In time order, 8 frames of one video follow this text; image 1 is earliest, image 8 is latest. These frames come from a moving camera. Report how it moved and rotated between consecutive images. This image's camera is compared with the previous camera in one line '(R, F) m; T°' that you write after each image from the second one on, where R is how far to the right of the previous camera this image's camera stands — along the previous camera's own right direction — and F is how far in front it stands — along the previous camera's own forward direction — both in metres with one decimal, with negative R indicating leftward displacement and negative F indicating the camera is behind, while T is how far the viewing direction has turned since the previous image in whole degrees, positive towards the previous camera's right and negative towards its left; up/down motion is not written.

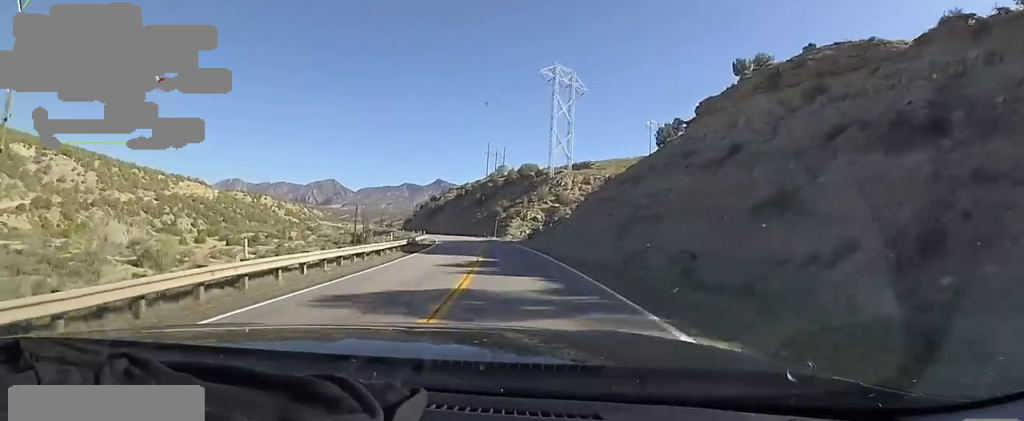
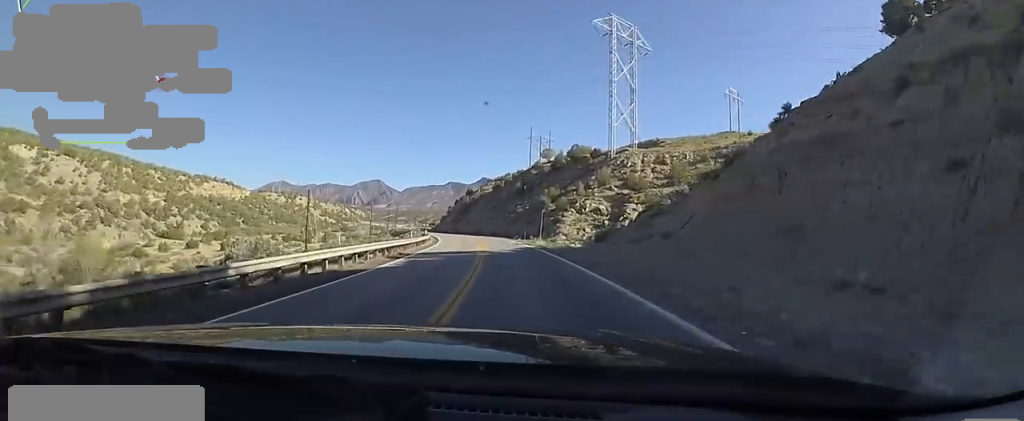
(-2.5, +30.8) m; -6°
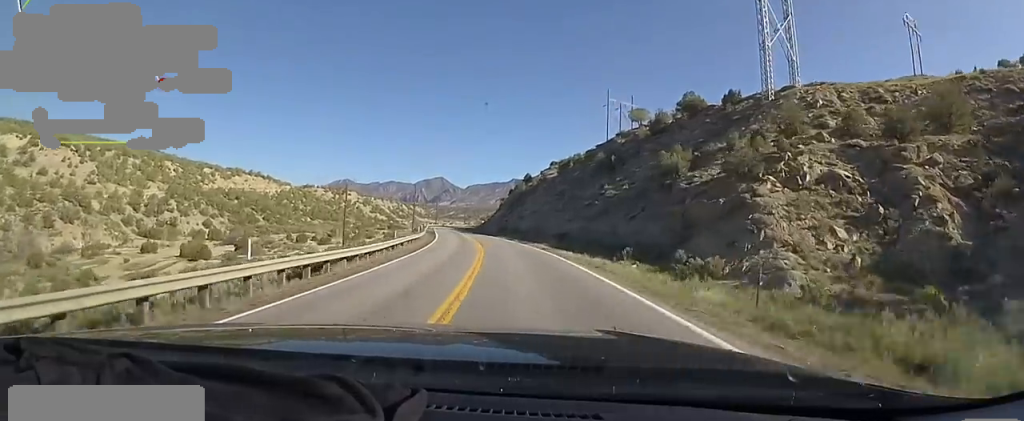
(-2.5, +45.5) m; -9°
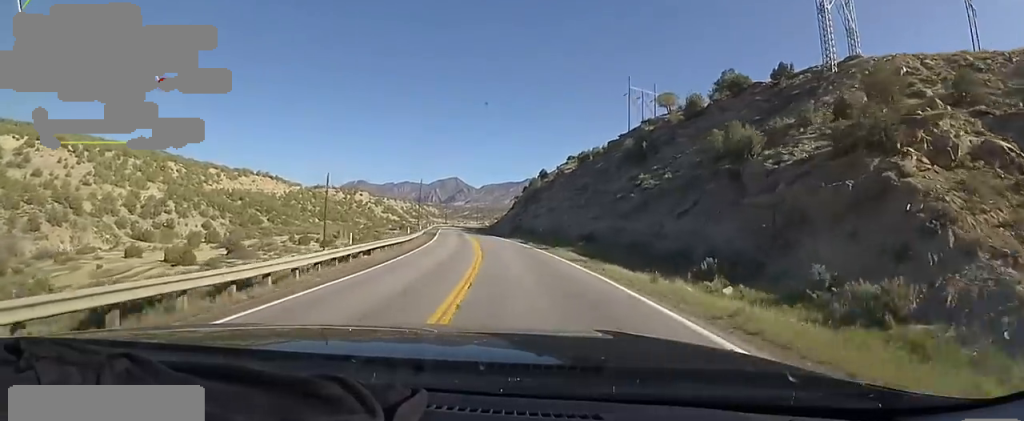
(-0.5, +10.2) m; -1°
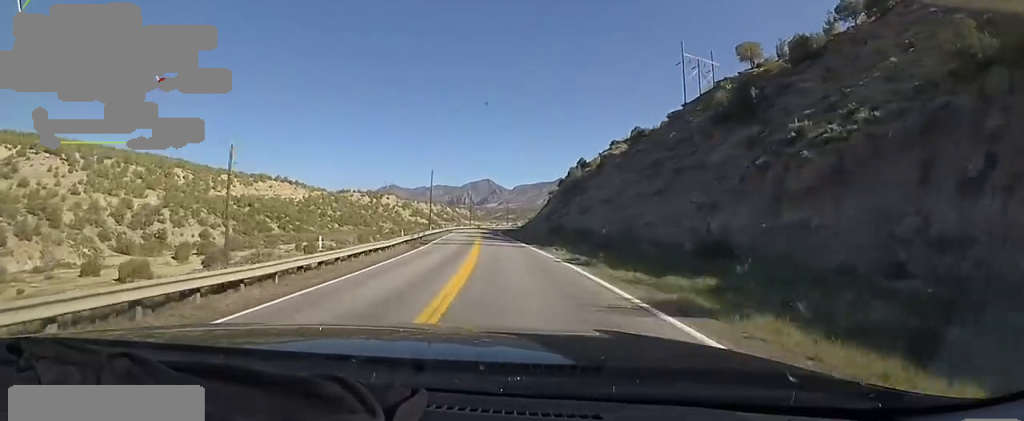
(-0.6, +22.2) m; -3°
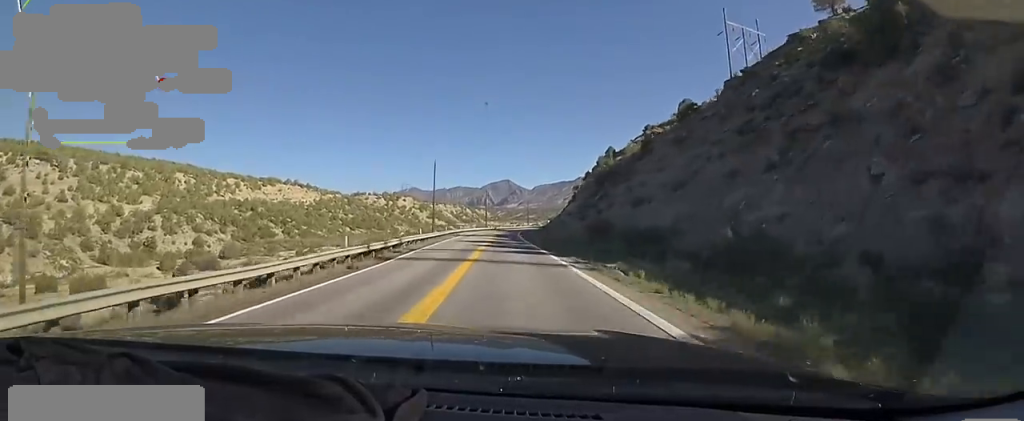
(+0.2, +15.2) m; -2°
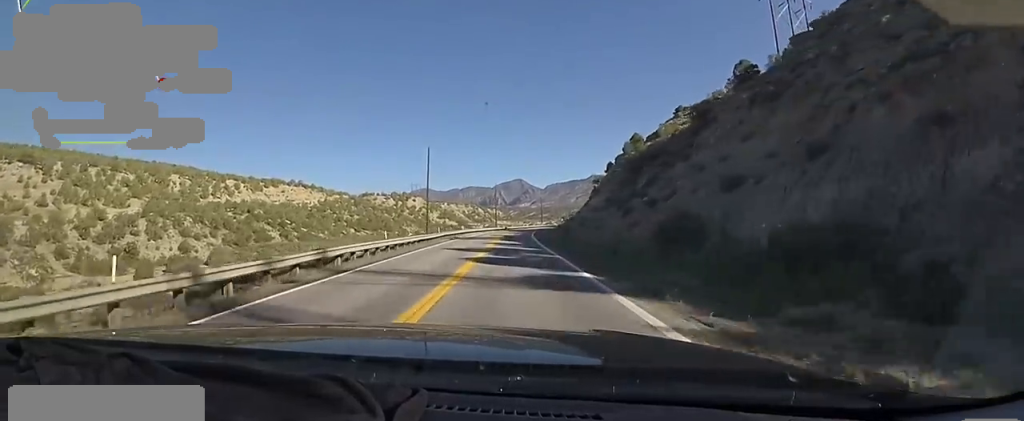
(-0.6, +13.8) m; -1°
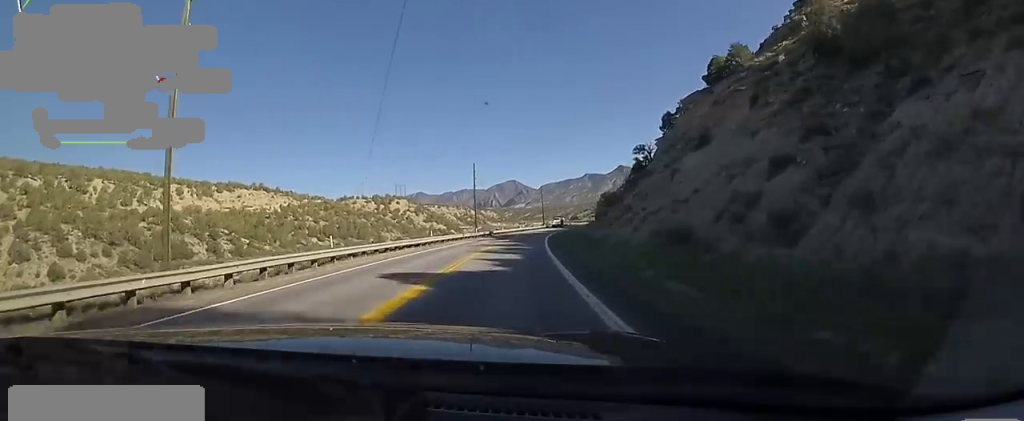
(-0.8, +44.9) m; -1°
